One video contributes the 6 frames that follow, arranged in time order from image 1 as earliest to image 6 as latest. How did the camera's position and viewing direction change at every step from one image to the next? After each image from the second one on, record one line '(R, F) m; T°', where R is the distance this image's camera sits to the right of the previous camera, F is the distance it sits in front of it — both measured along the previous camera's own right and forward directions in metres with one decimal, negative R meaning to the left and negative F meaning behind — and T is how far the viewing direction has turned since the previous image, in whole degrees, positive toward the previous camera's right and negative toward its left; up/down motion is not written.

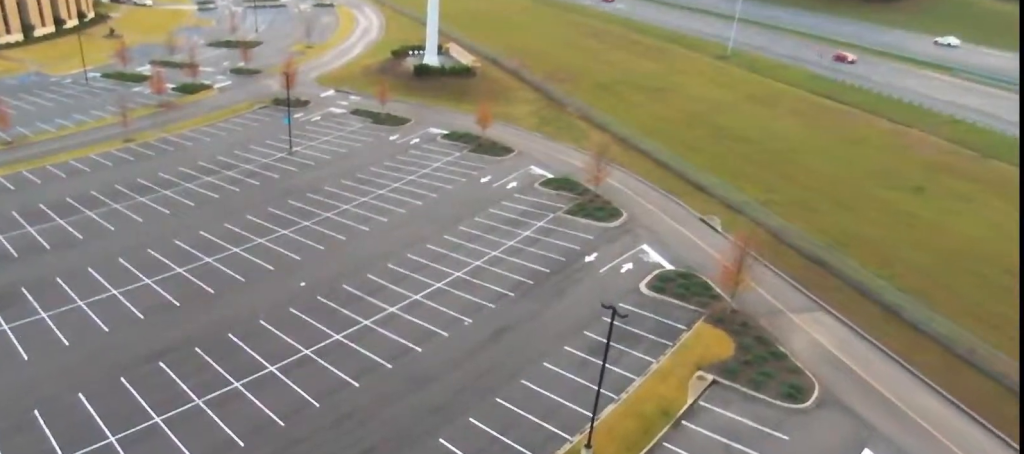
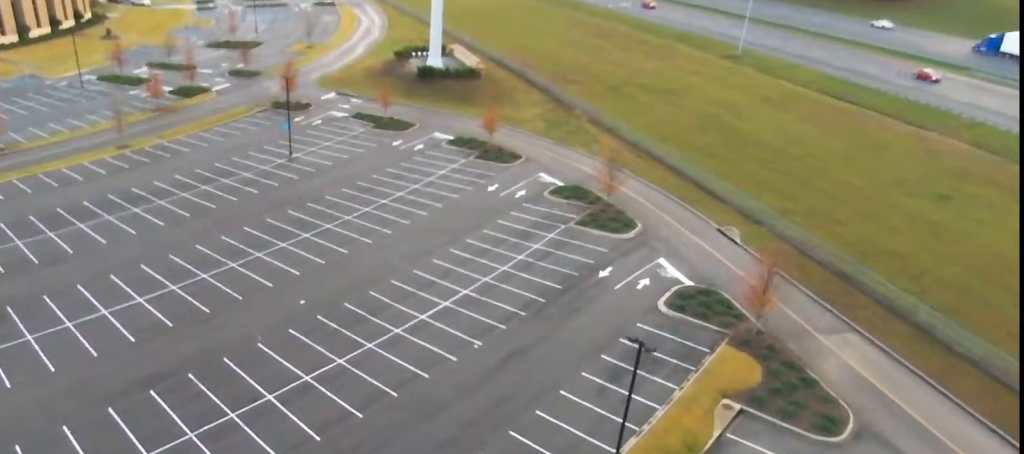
(0.0, +3.0) m; +1°
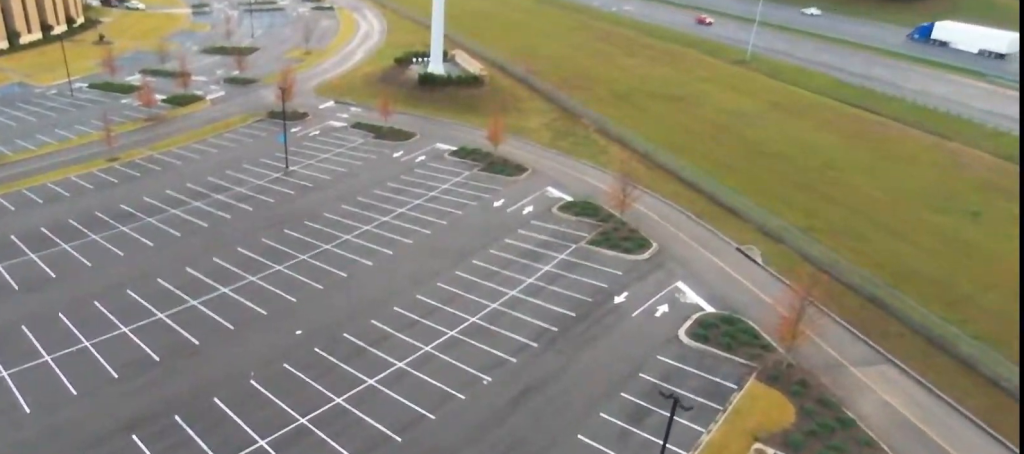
(-0.1, +3.7) m; +7°
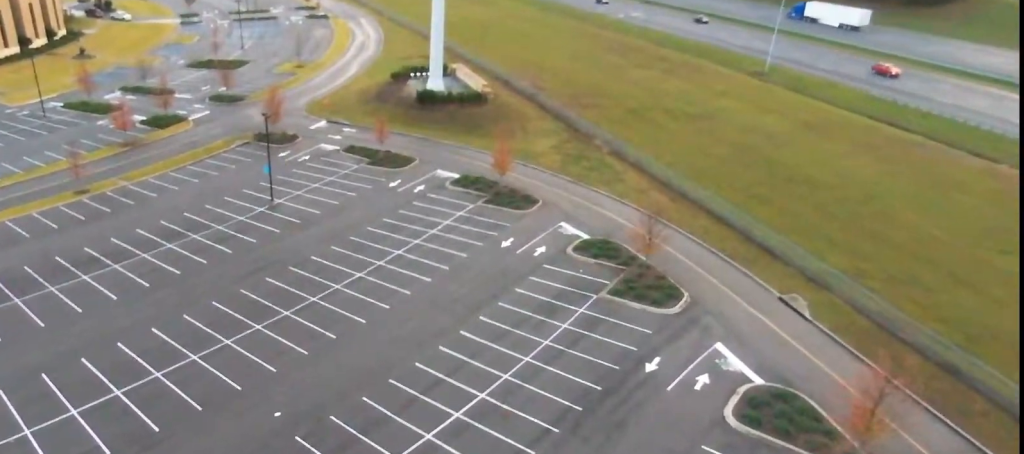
(+1.3, +8.8) m; +4°
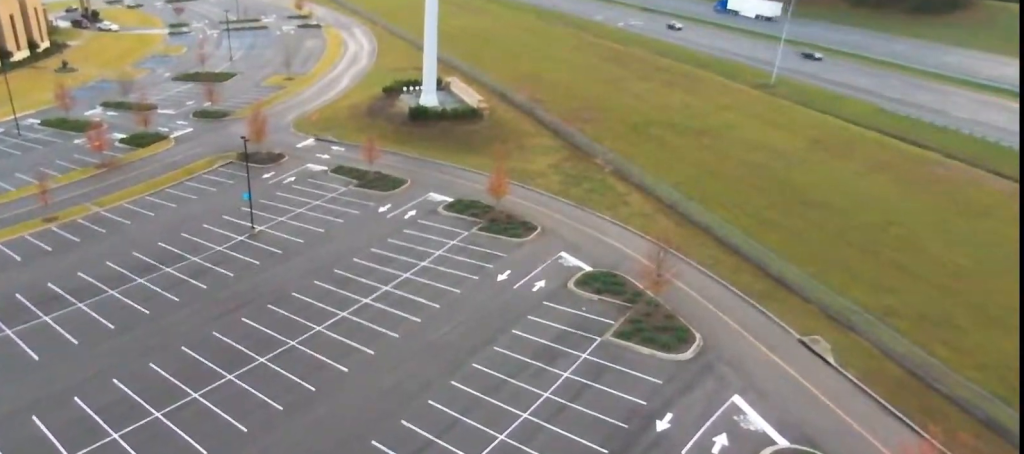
(-1.1, +5.7) m; +4°
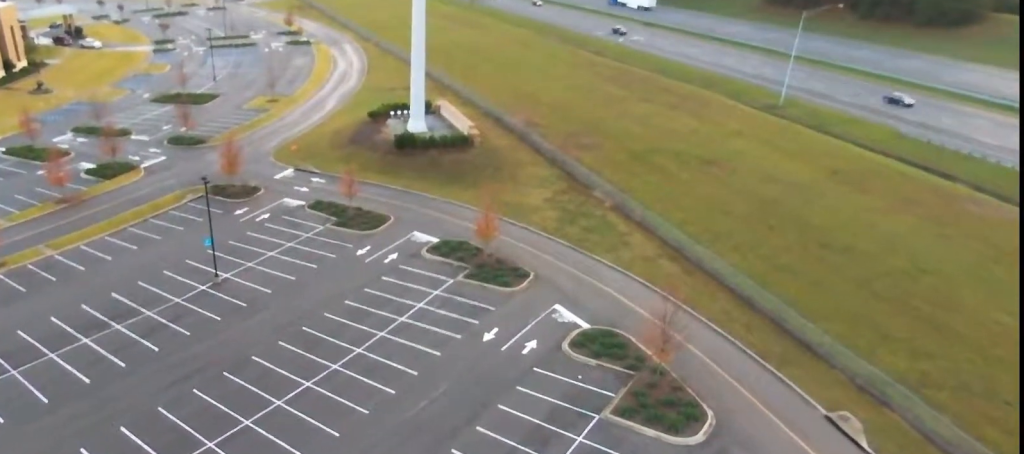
(+0.4, +8.1) m; 0°
